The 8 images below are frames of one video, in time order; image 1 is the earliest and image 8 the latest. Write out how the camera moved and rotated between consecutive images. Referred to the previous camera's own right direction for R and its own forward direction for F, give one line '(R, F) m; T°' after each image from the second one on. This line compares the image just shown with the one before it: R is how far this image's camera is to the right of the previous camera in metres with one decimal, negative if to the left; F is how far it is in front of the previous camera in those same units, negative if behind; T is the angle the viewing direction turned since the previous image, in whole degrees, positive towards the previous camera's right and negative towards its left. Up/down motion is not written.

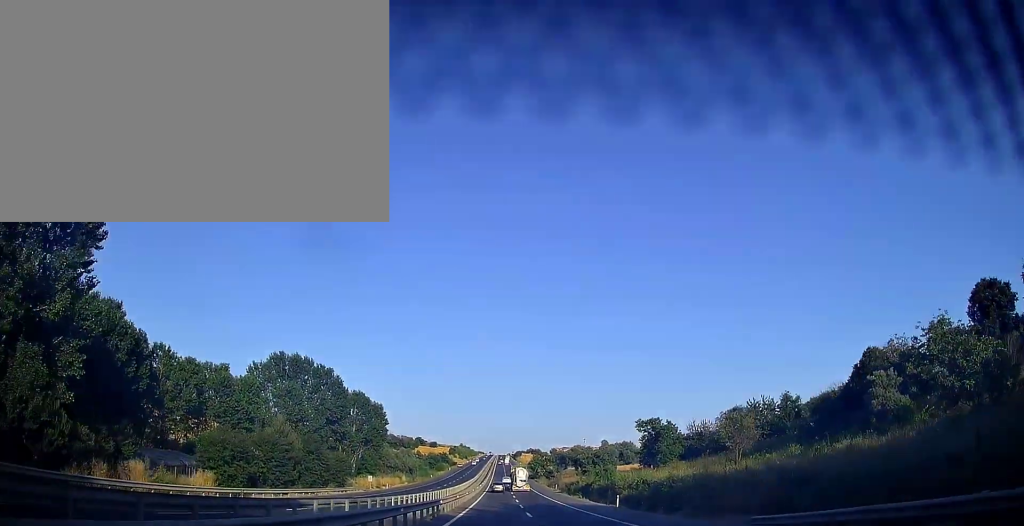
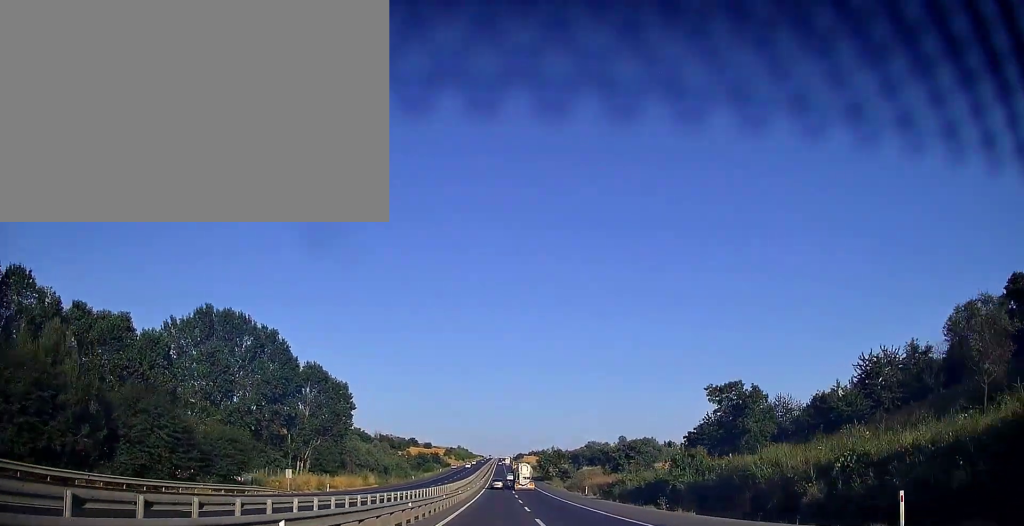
(-0.1, +35.2) m; 0°
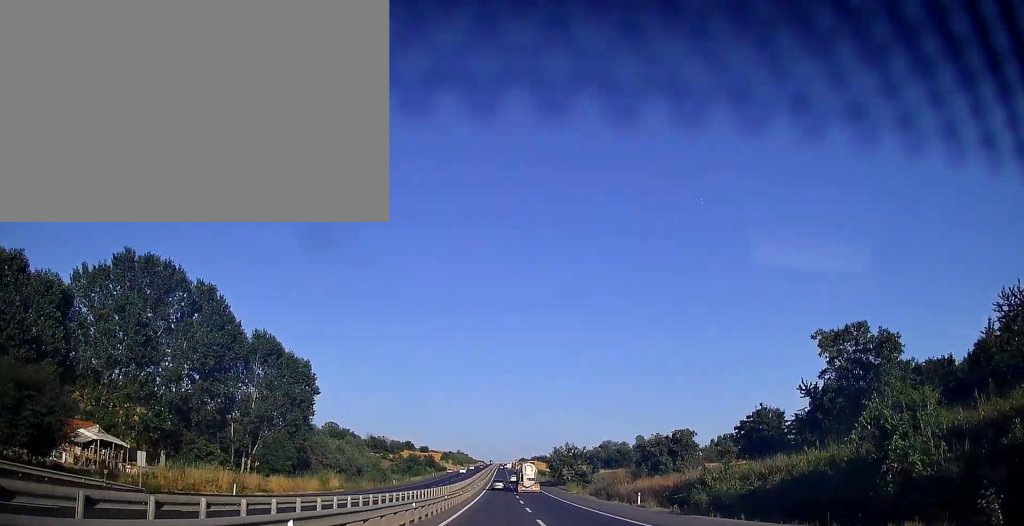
(0.0, +23.8) m; 0°
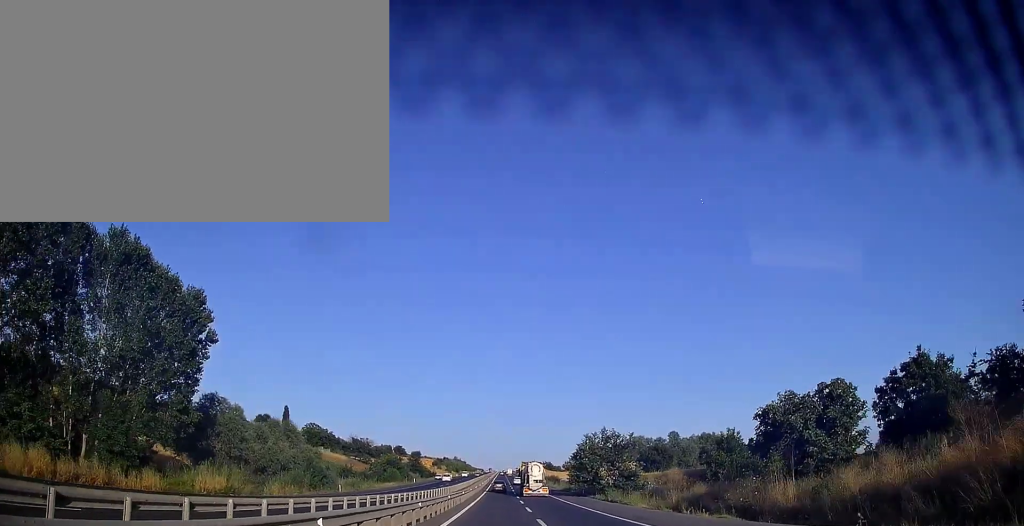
(0.0, +34.9) m; 0°
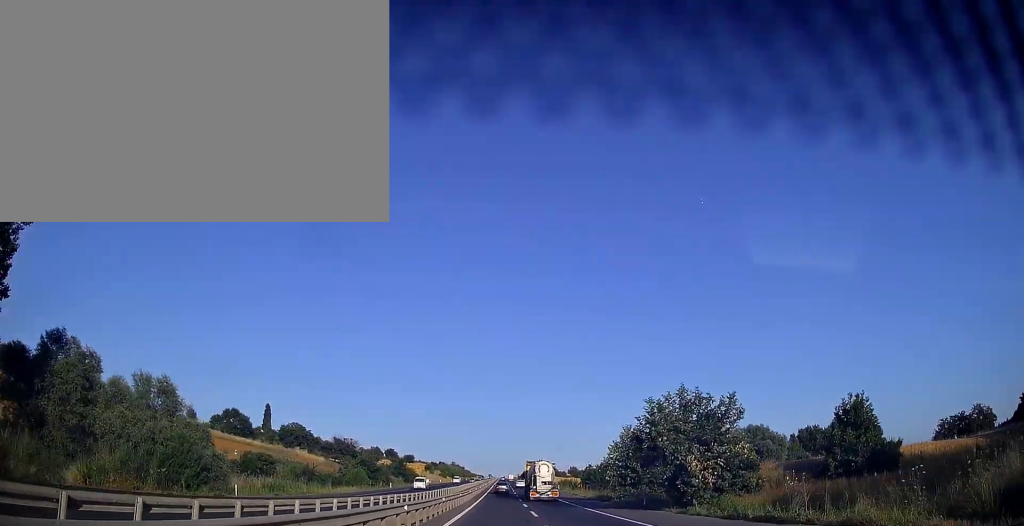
(-0.1, +27.7) m; 0°
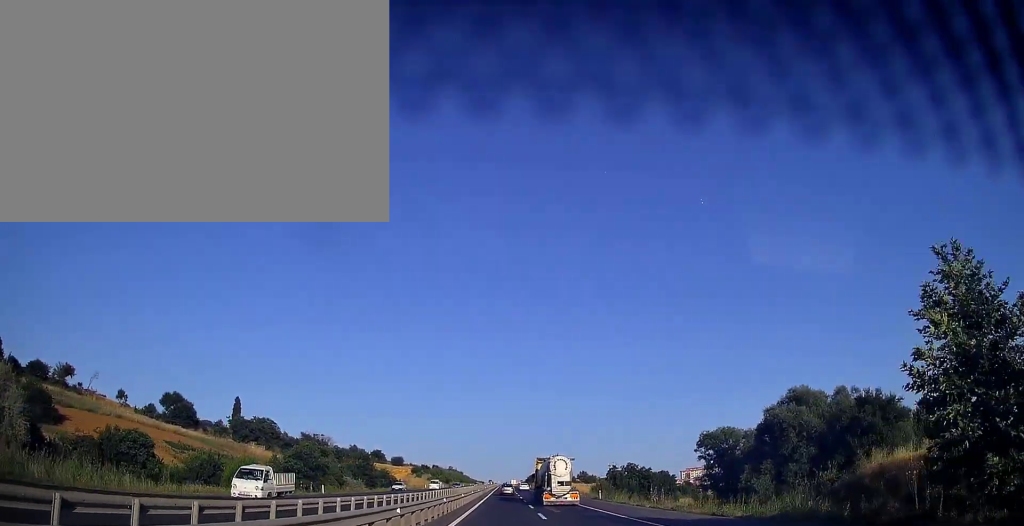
(0.0, +37.0) m; 0°
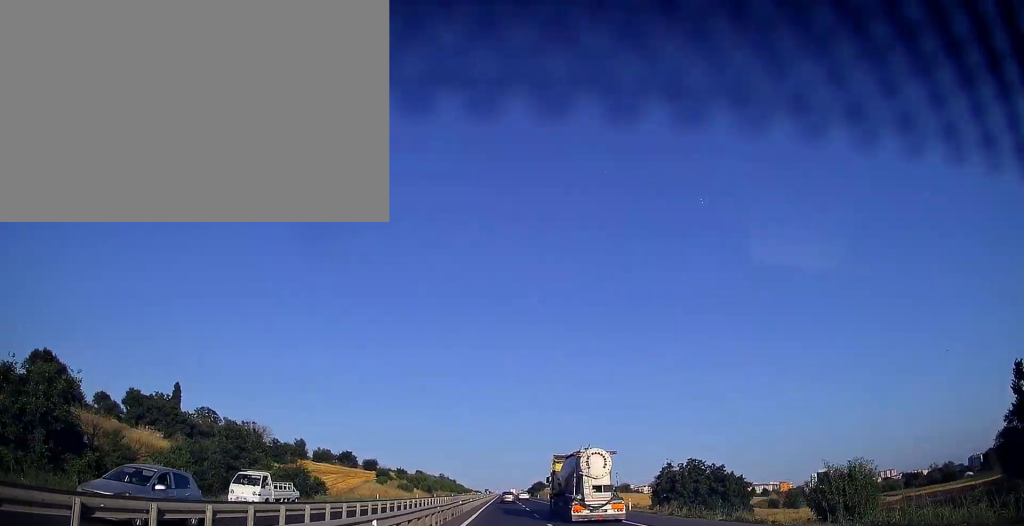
(+0.2, +51.6) m; 0°
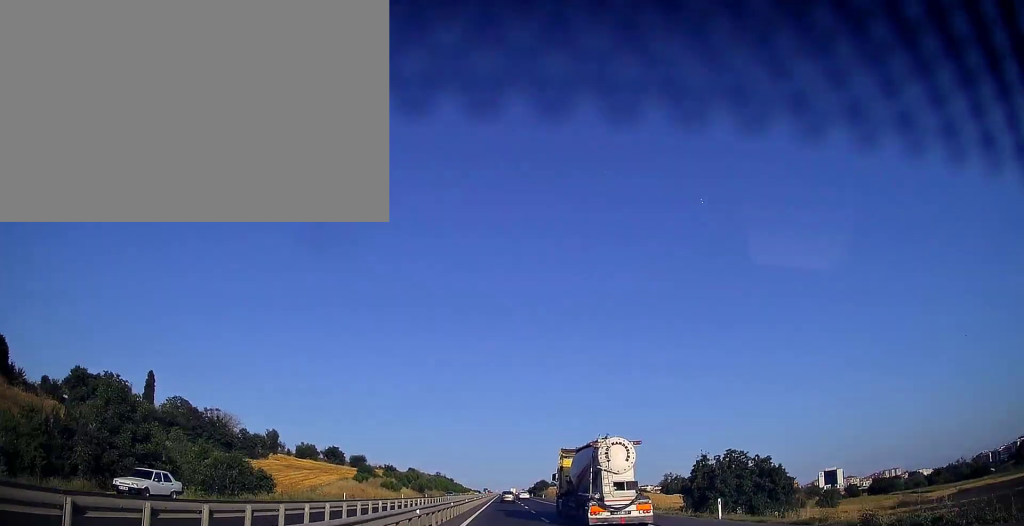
(-0.2, +18.2) m; 0°
